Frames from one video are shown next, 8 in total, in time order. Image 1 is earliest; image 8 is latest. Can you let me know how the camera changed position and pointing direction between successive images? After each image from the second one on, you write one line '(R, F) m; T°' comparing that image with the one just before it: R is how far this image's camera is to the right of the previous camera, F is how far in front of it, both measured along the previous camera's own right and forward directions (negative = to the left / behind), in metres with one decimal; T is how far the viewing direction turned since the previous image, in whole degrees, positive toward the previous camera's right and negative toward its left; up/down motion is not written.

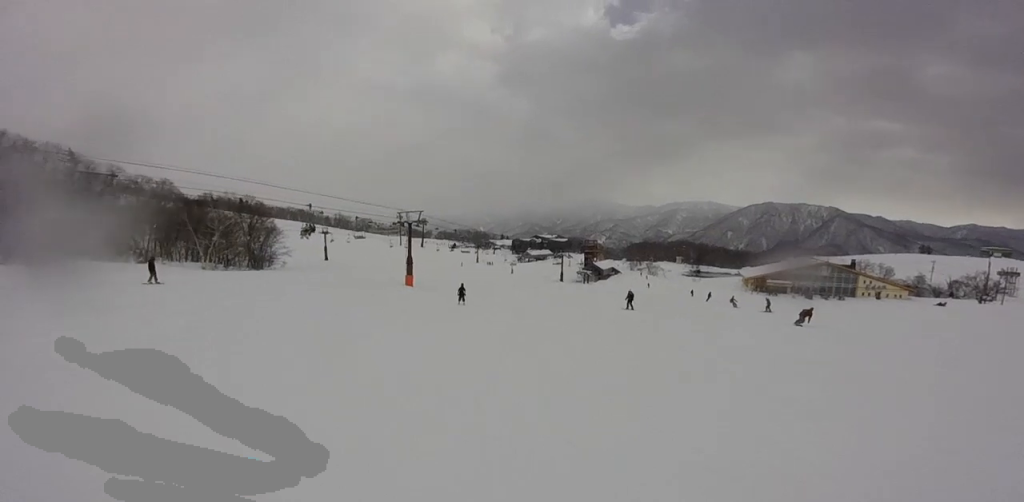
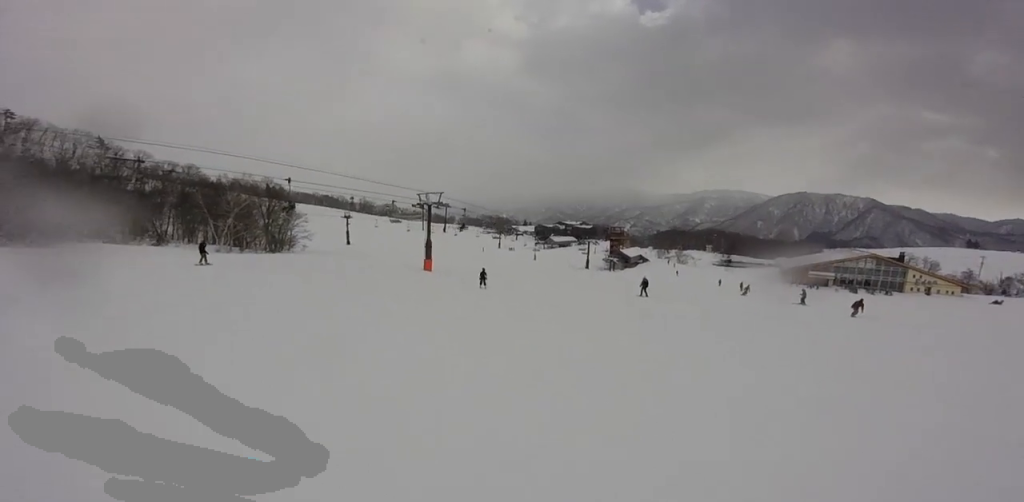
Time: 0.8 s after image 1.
(-1.0, +3.8) m; -1°
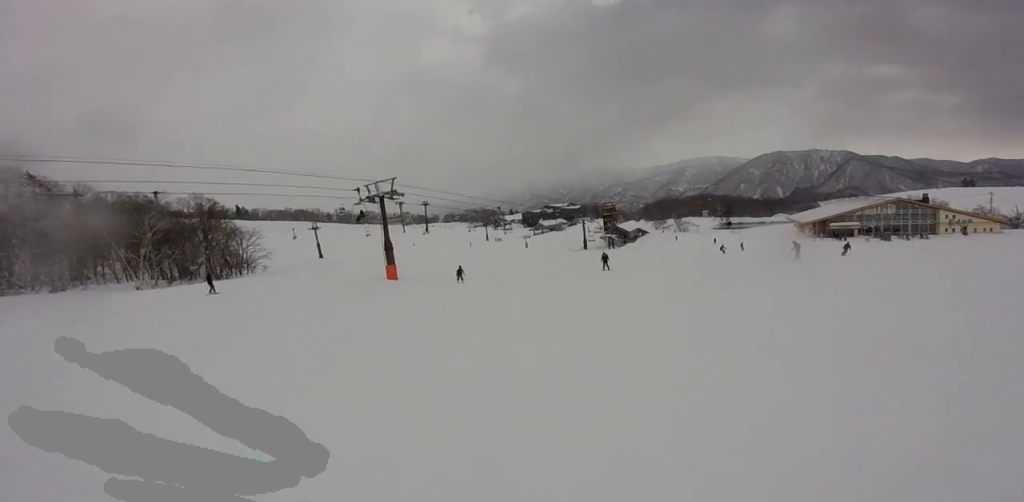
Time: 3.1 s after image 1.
(+1.7, +11.2) m; +3°
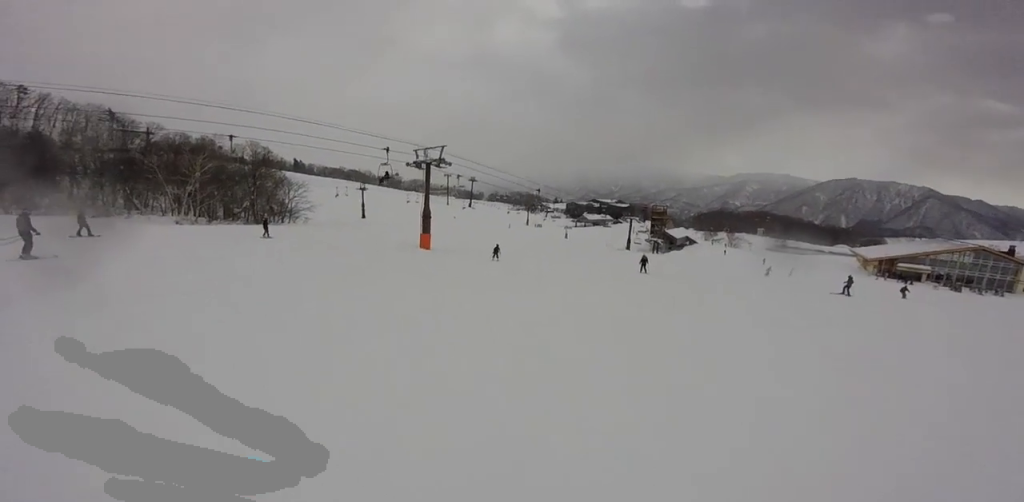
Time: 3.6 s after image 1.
(-0.3, +2.6) m; +1°
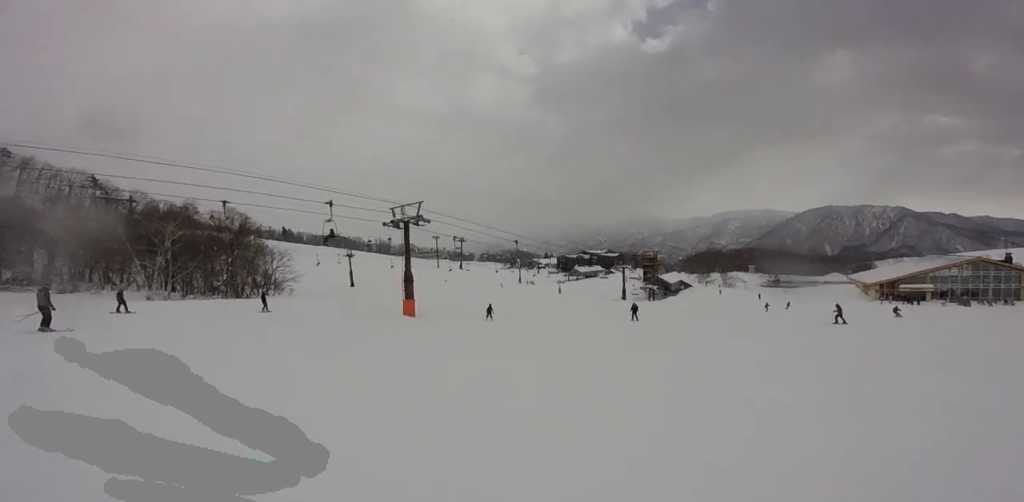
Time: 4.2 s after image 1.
(-0.1, +3.2) m; 0°
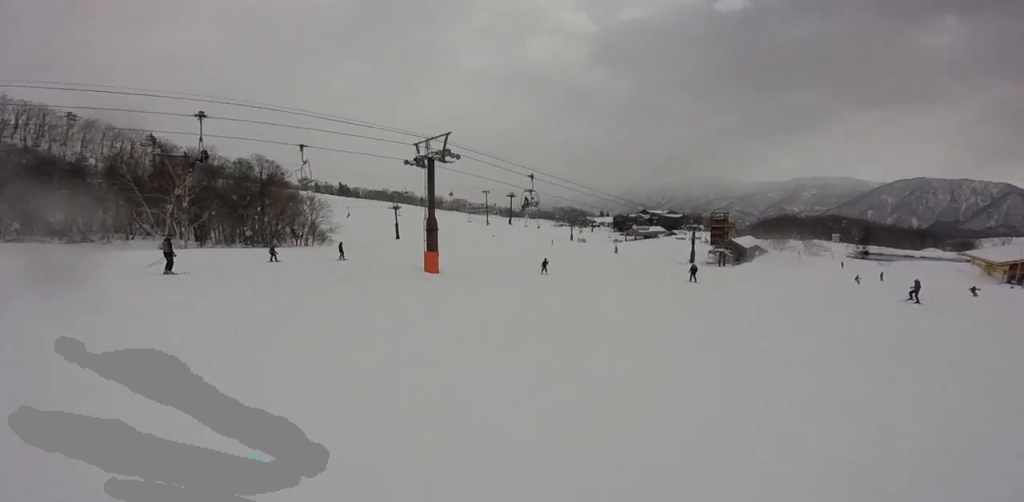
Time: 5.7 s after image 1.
(-0.4, +8.2) m; -14°
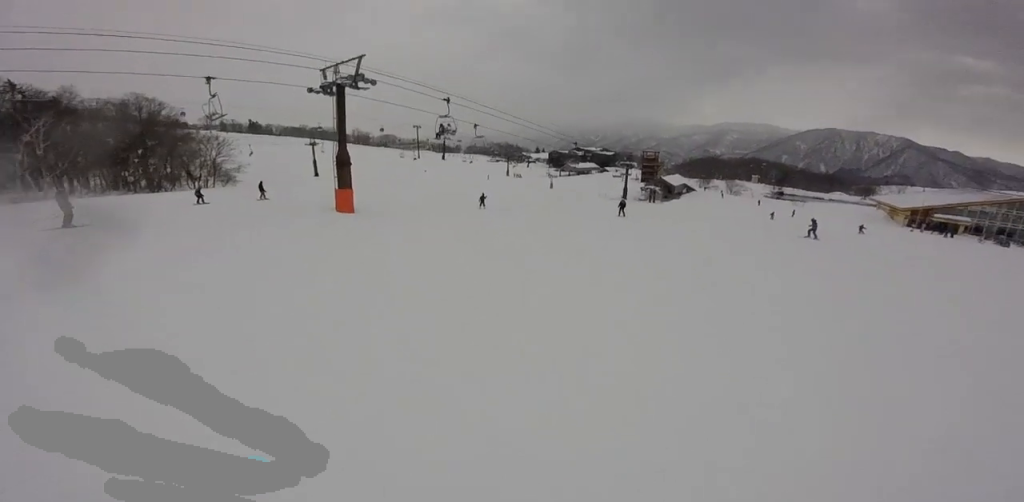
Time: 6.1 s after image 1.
(-0.2, +2.7) m; -1°
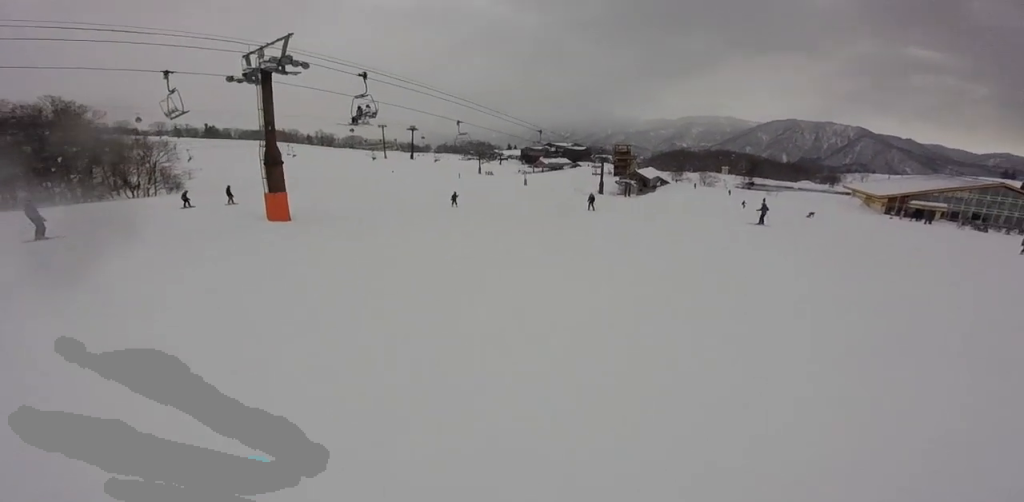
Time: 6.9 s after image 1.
(-0.2, +4.3) m; +10°
